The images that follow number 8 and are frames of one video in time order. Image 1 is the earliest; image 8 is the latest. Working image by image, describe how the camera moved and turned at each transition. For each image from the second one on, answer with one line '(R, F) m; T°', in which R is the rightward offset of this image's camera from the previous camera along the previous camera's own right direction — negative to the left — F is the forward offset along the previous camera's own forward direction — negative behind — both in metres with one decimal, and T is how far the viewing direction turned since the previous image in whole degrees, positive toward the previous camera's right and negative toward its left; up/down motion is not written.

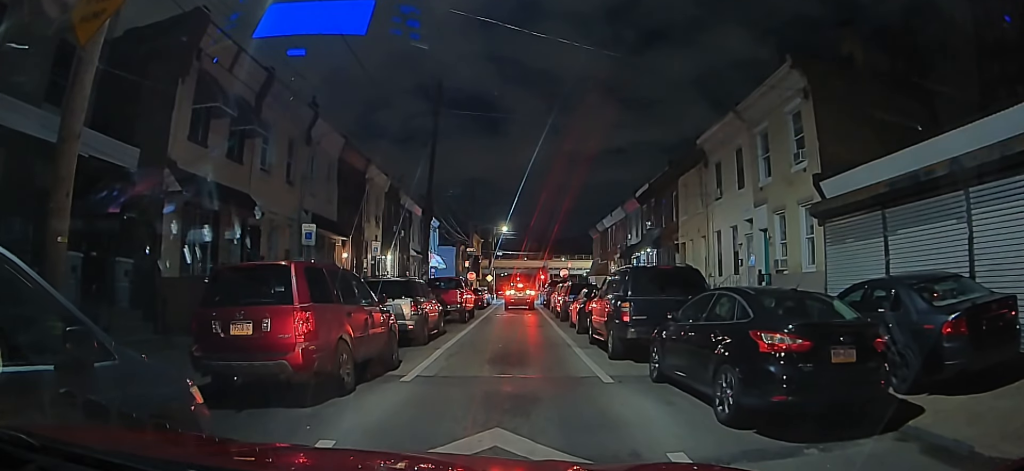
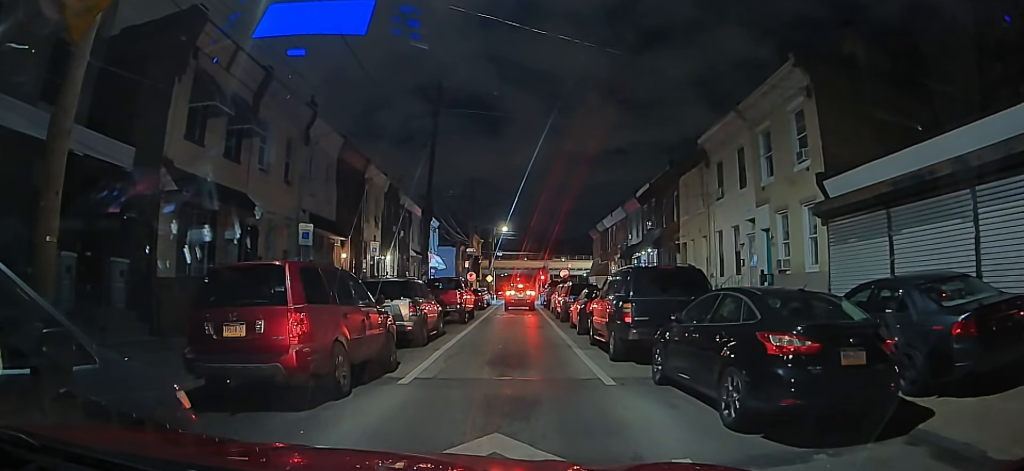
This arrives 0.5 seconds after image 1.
(0.0, +0.3) m; 0°
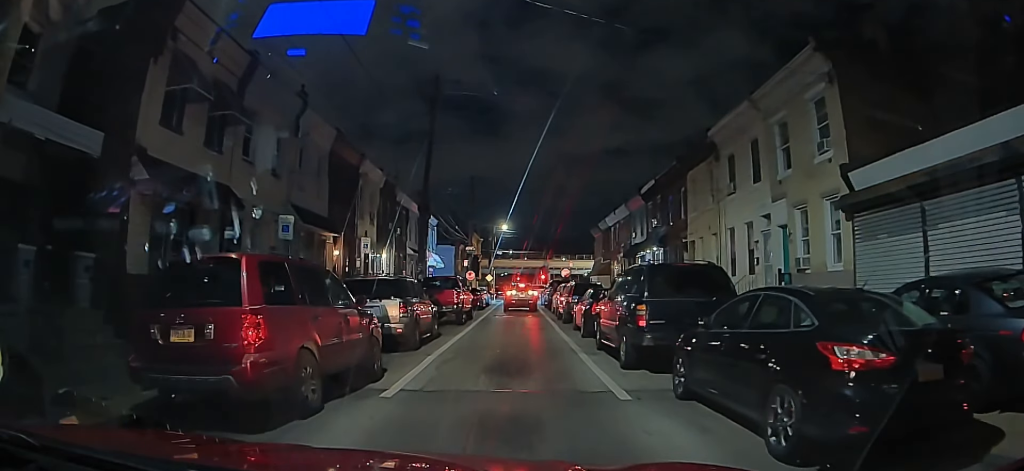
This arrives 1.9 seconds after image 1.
(0.0, +1.0) m; 0°
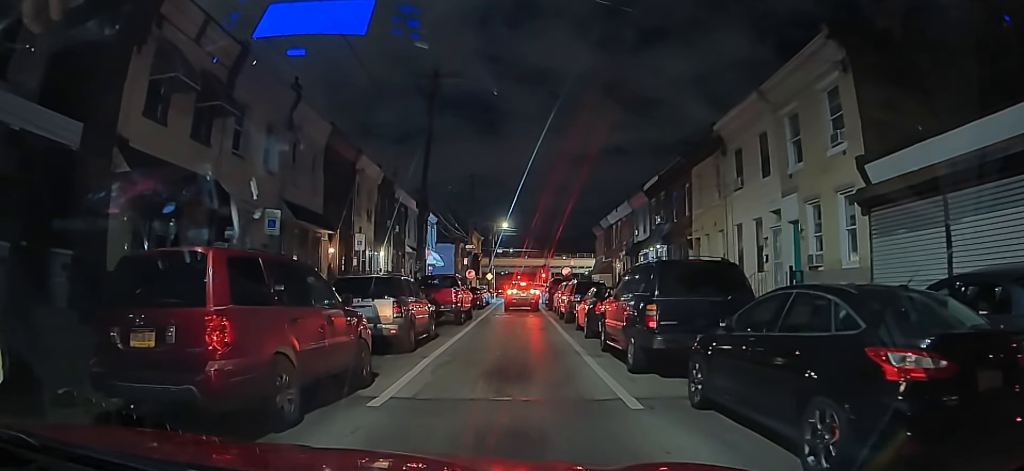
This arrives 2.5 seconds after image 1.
(0.0, +0.4) m; 0°
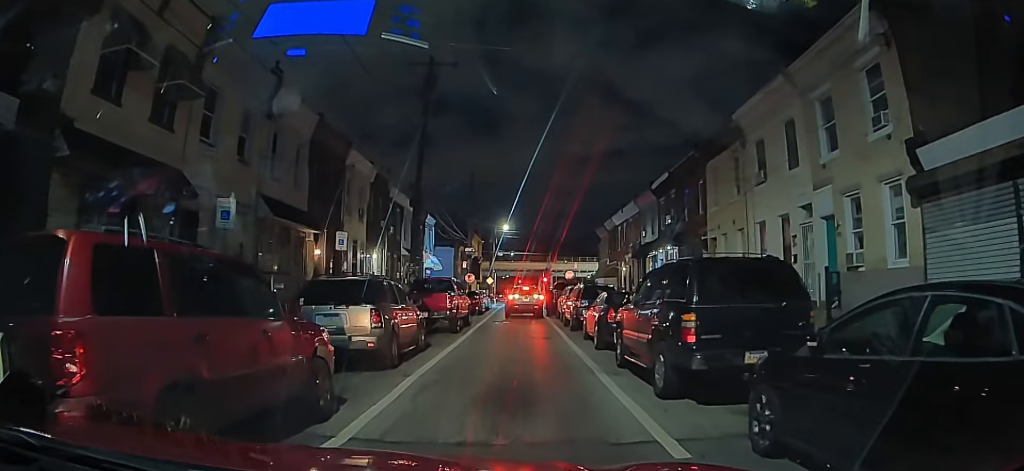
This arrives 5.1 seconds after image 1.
(-0.1, +1.9) m; 0°
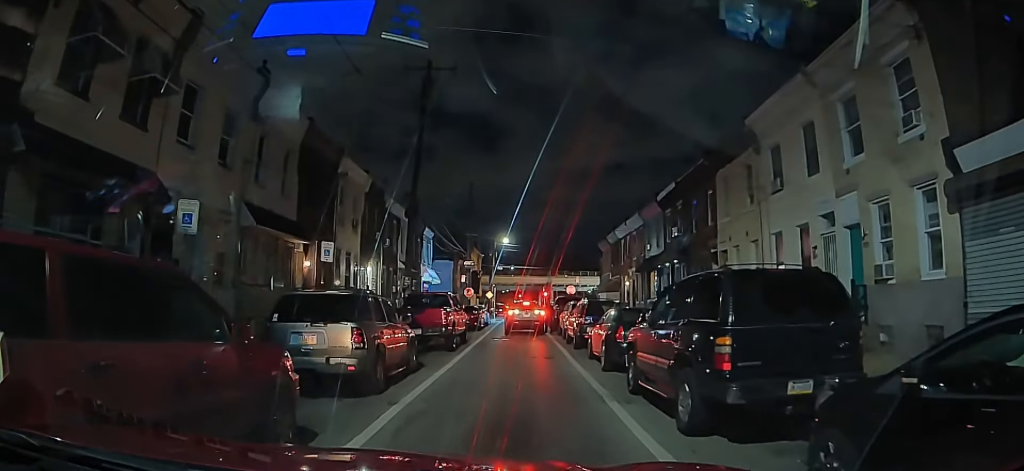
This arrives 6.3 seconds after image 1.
(0.0, +0.8) m; 0°
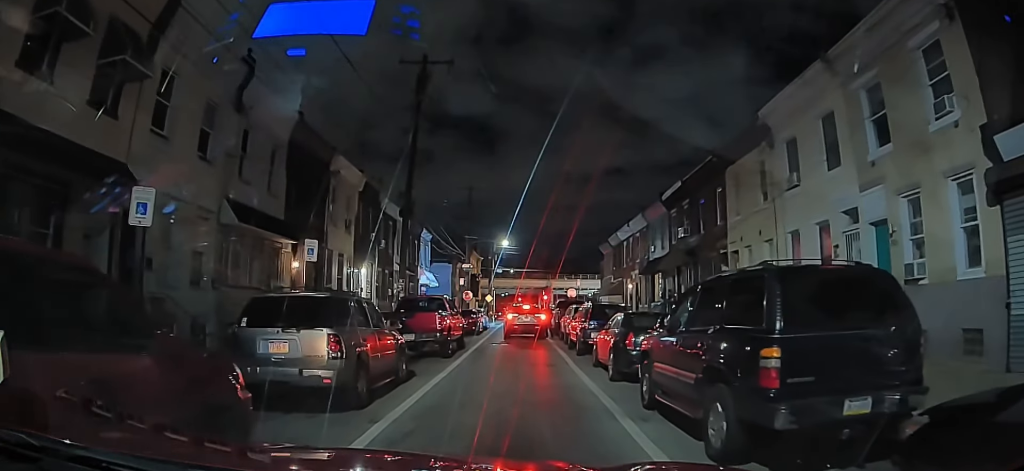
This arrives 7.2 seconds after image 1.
(0.0, +0.7) m; 0°
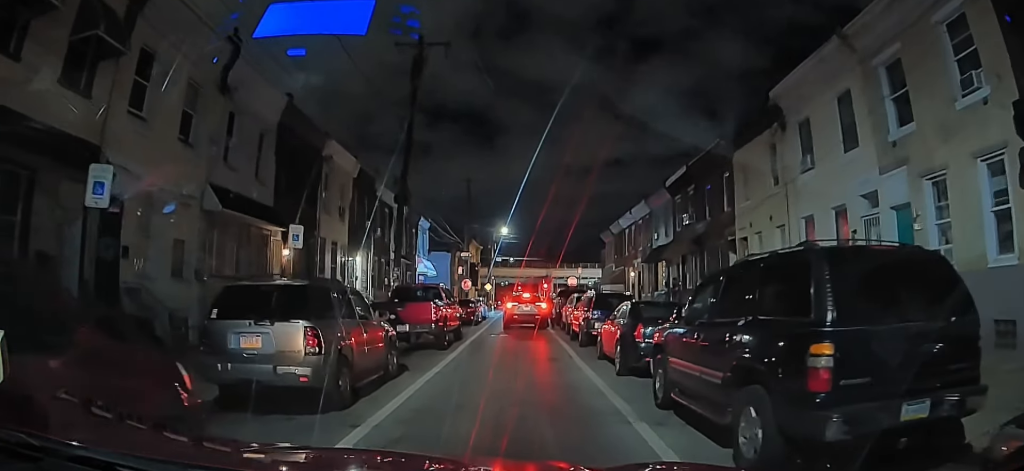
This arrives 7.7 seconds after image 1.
(0.0, +0.8) m; -2°
